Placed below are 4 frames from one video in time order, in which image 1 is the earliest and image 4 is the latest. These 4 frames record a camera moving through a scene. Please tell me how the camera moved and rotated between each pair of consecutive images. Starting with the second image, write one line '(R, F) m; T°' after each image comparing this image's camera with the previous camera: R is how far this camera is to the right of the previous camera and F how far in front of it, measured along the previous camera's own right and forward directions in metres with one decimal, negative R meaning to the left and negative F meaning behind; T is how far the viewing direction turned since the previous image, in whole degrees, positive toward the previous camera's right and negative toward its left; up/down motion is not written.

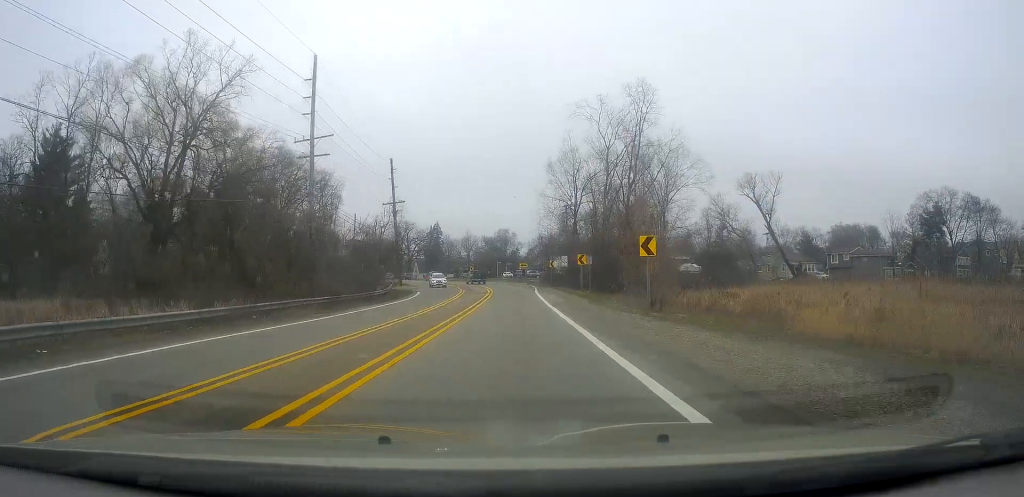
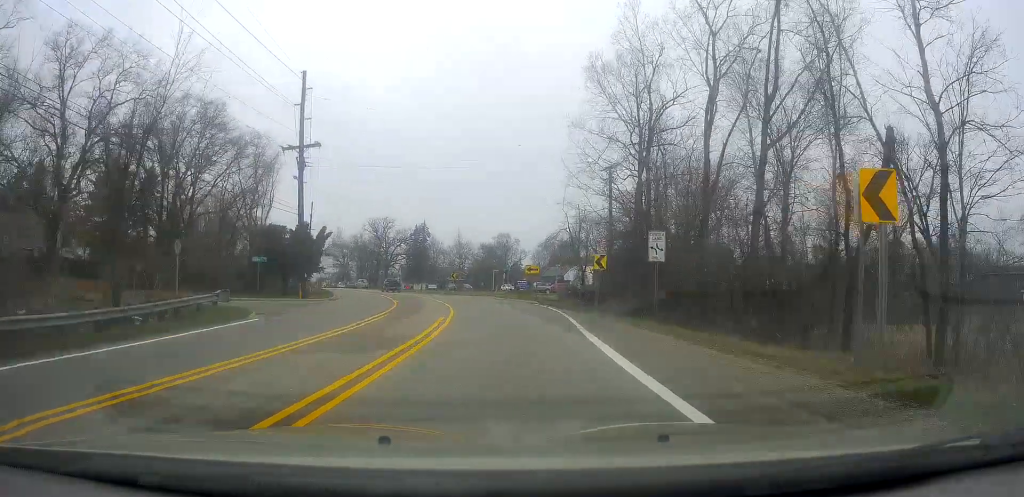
(-1.7, +36.8) m; -4°
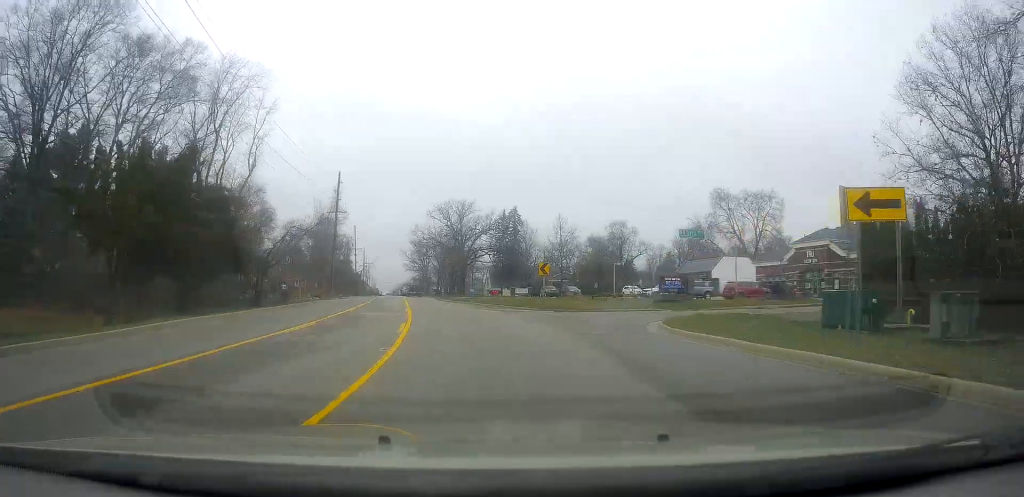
(-0.9, +40.0) m; -7°
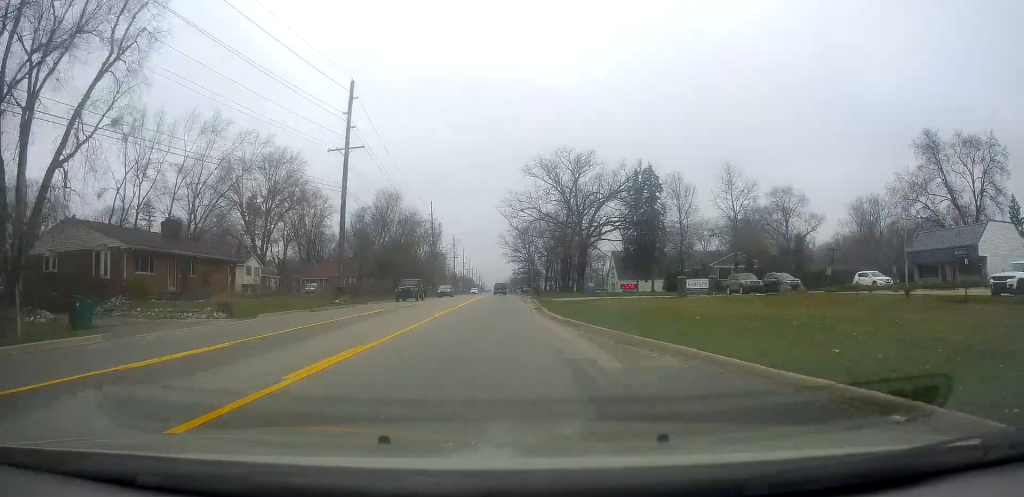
(-4.0, +39.0) m; -10°
